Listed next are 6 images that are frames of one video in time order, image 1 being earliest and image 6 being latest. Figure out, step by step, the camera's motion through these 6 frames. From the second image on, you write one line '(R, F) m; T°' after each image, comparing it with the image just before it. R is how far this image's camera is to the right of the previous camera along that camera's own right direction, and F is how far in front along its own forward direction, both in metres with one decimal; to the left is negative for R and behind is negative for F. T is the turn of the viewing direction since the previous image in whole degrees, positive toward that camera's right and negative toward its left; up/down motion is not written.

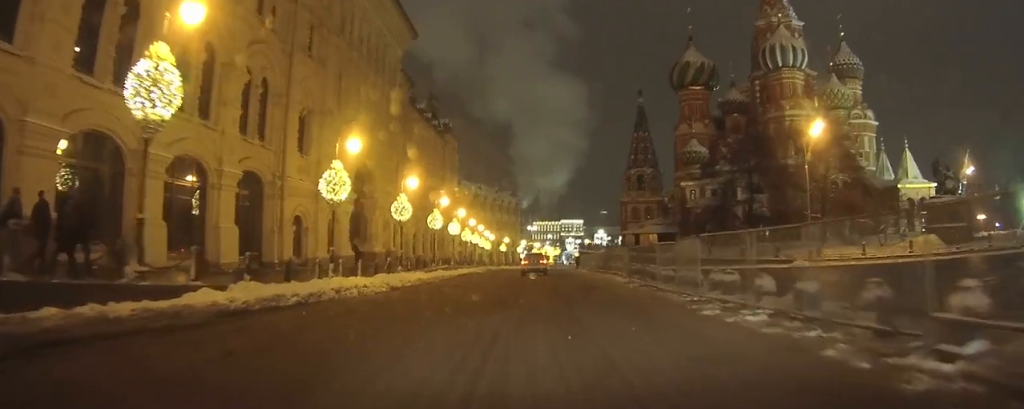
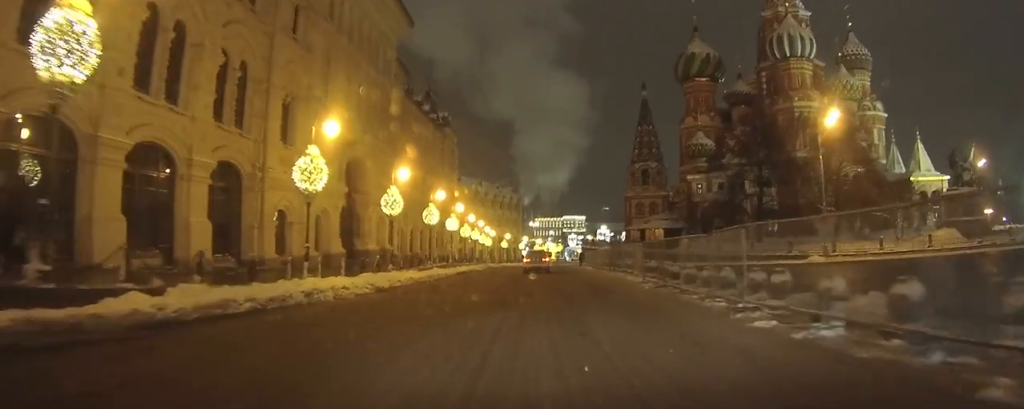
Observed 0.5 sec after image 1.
(+0.1, +2.8) m; -1°
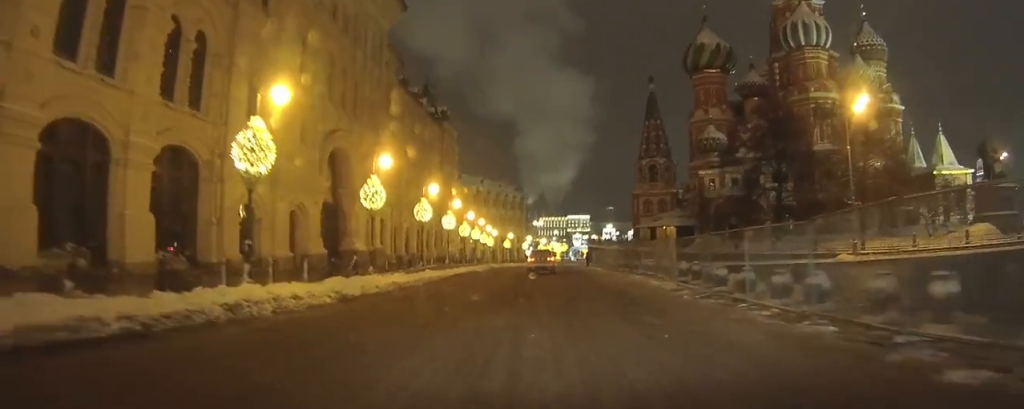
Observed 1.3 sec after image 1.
(-0.2, +4.6) m; -3°
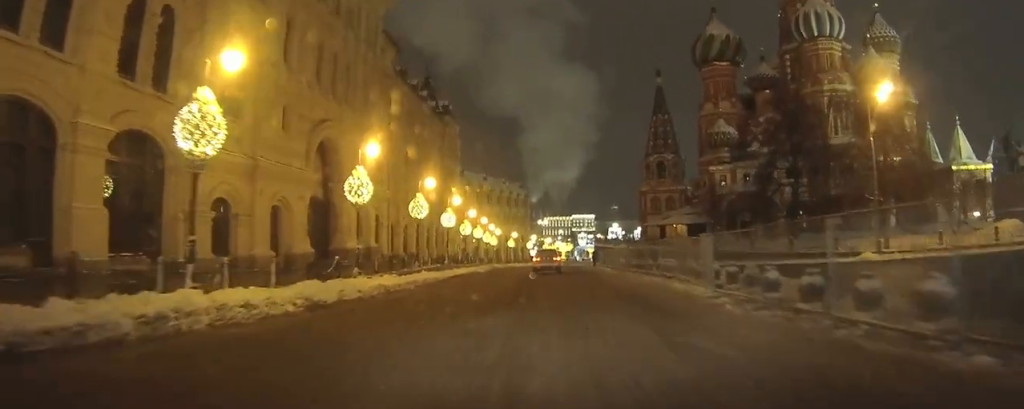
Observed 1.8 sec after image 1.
(0.0, +2.9) m; -1°
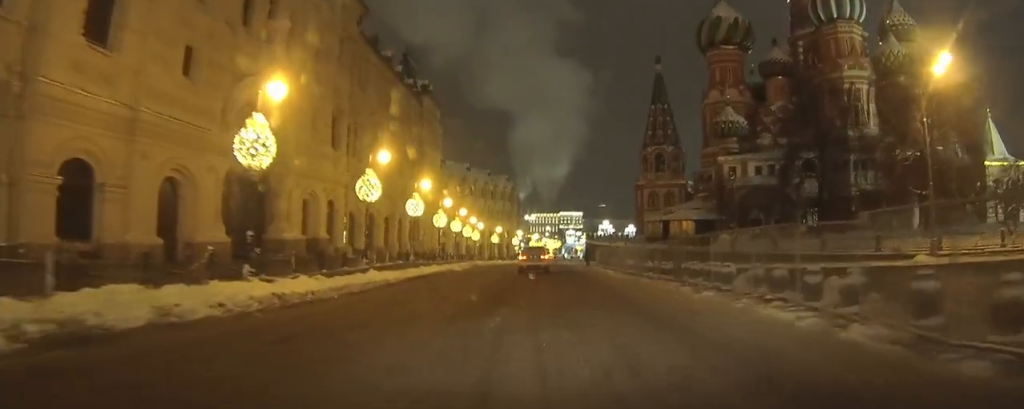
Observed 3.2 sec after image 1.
(0.0, +7.9) m; 0°
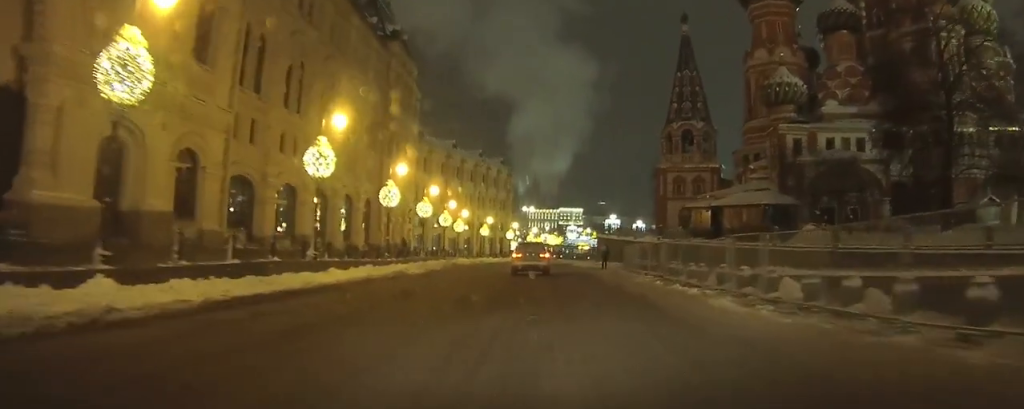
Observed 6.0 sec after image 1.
(0.0, +17.5) m; 0°
